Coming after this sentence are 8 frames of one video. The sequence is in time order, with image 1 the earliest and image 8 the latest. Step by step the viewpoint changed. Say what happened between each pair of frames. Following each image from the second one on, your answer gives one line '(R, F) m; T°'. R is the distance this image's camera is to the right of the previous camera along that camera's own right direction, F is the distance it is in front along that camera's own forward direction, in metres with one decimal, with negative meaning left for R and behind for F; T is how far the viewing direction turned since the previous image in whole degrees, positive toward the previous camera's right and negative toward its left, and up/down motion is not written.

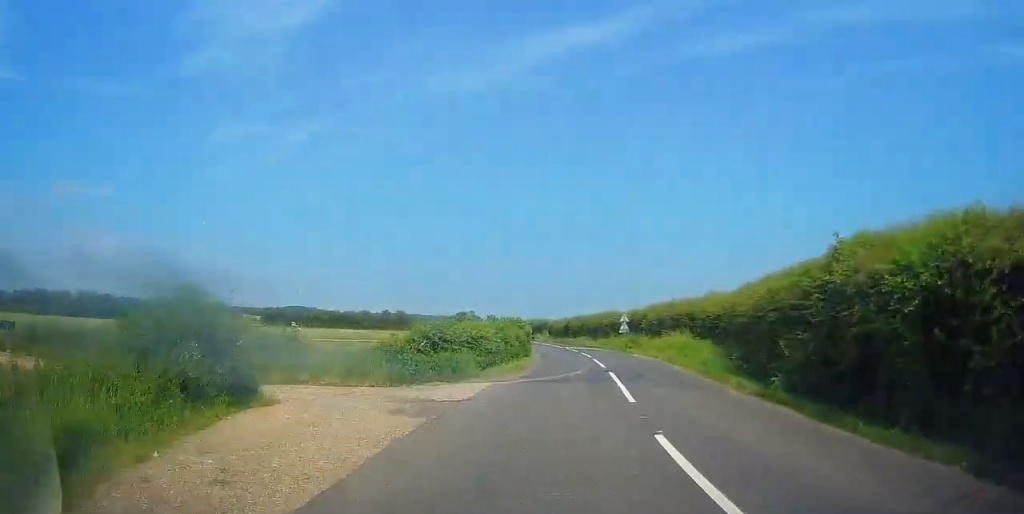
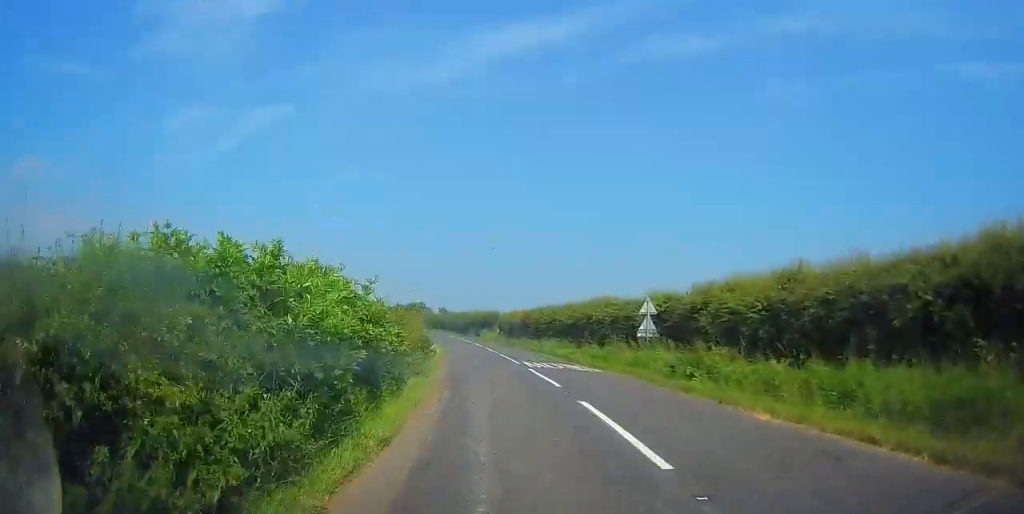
(+1.1, +26.8) m; 0°
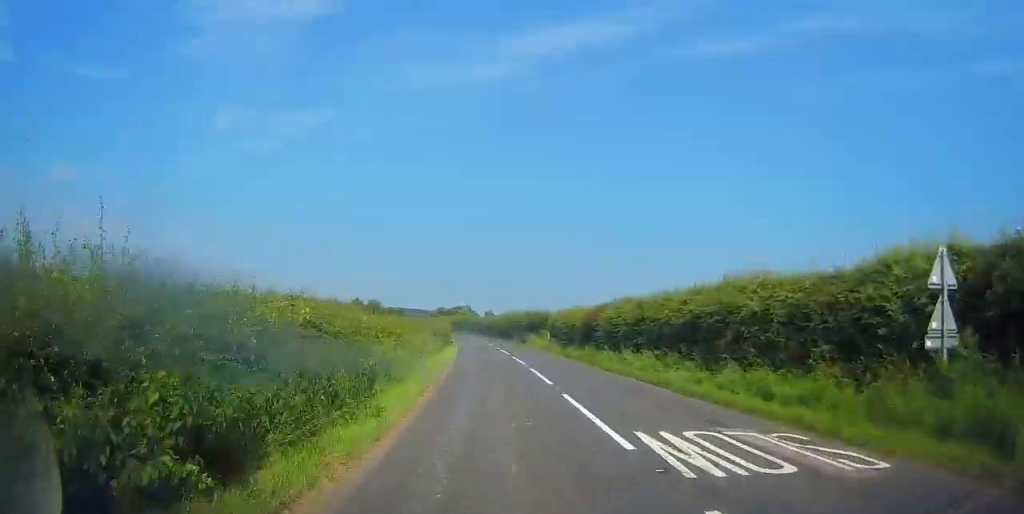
(-0.7, +16.4) m; -4°
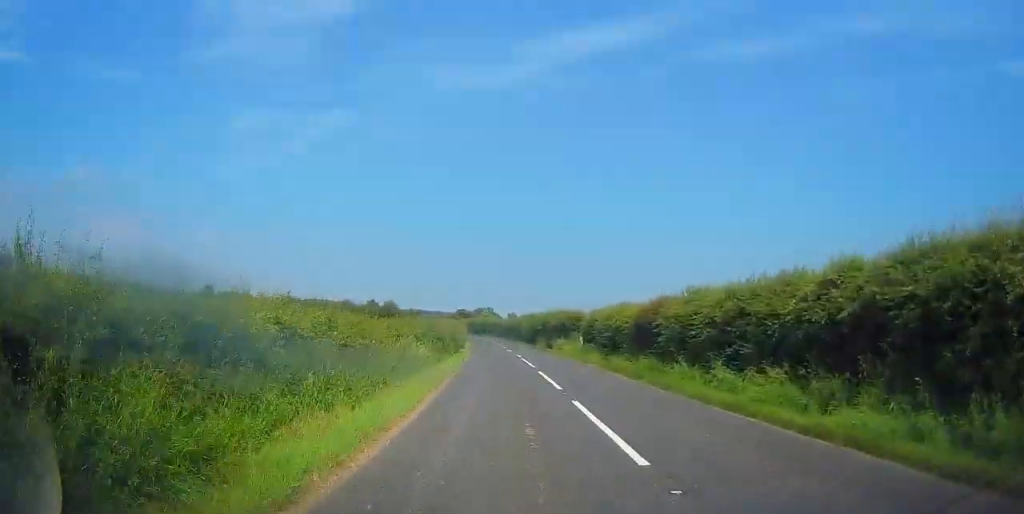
(-0.3, +9.9) m; -1°
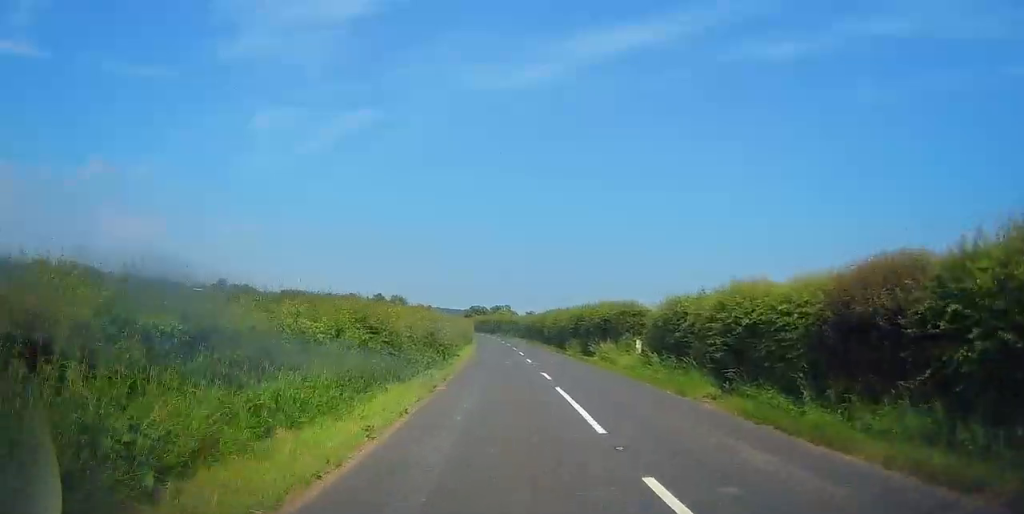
(0.0, +15.7) m; 0°
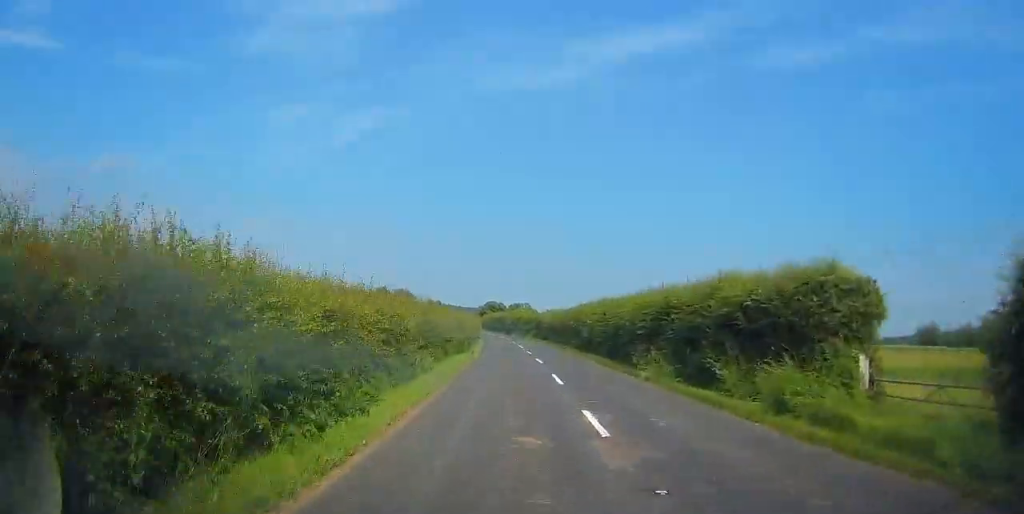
(-0.1, +18.8) m; -2°
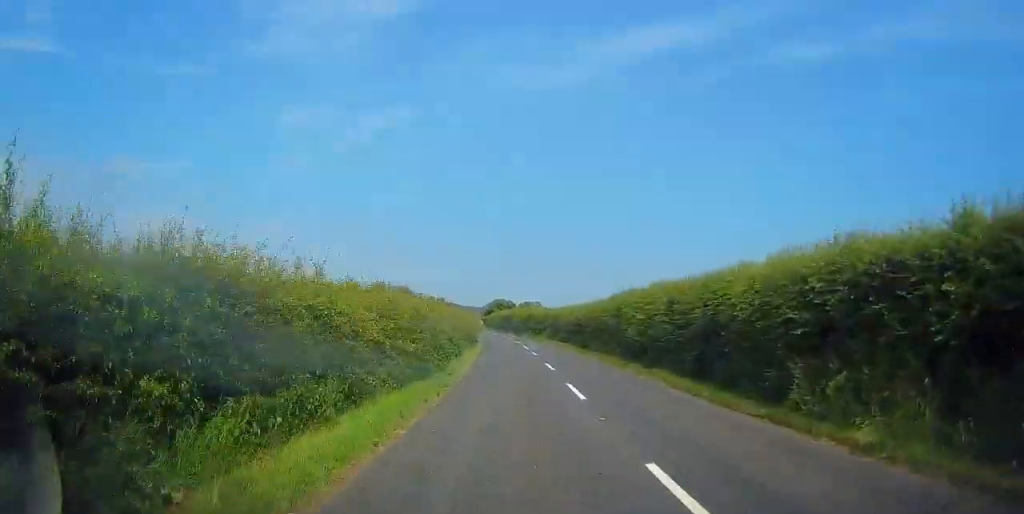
(-0.2, +13.1) m; -1°
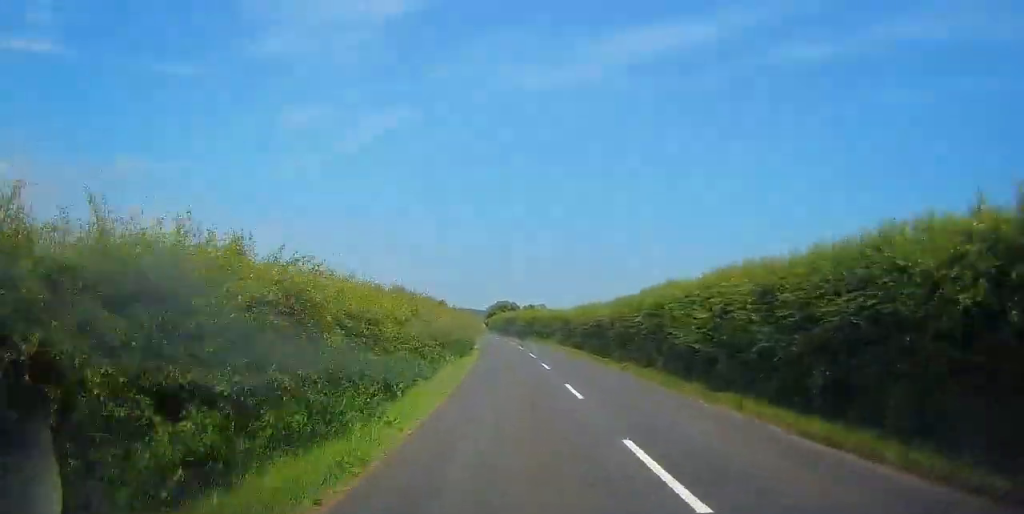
(0.0, +7.7) m; -1°
